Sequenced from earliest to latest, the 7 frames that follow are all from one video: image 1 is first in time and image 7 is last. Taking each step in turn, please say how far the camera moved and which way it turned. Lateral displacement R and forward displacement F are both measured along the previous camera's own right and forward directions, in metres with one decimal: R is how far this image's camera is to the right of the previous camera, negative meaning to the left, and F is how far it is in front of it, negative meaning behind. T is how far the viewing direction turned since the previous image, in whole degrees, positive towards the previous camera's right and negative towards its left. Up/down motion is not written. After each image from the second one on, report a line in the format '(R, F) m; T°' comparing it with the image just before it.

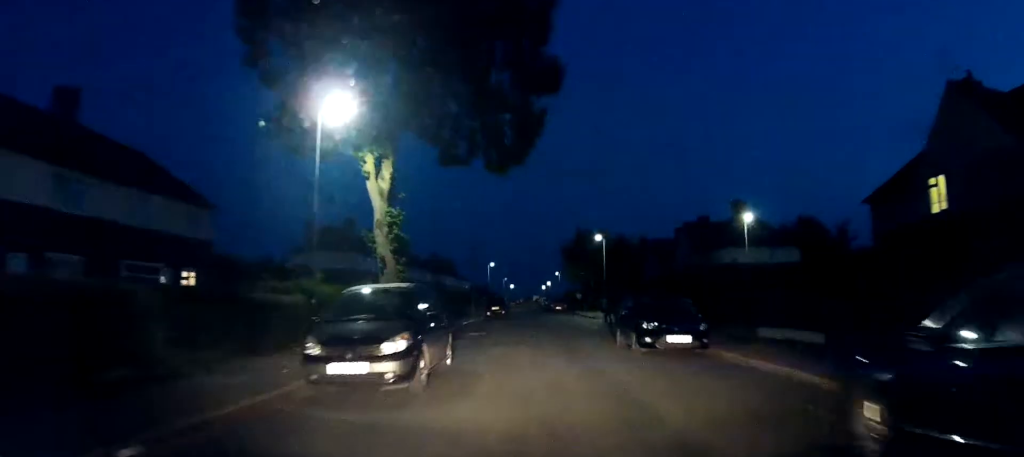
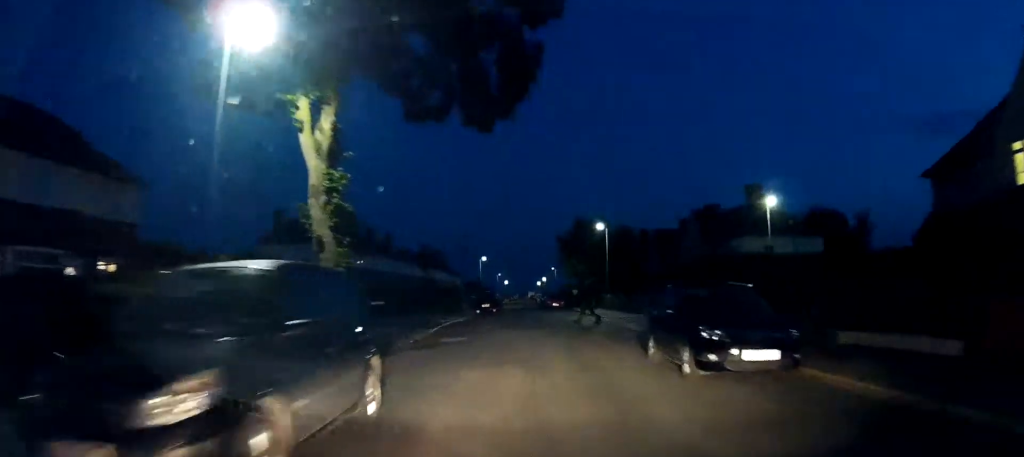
(0.0, +5.4) m; -1°
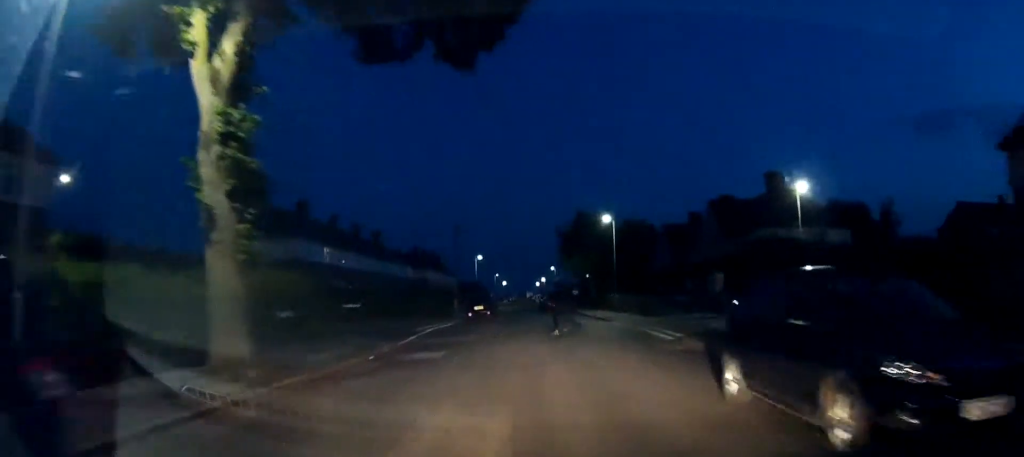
(0.0, +5.1) m; -1°
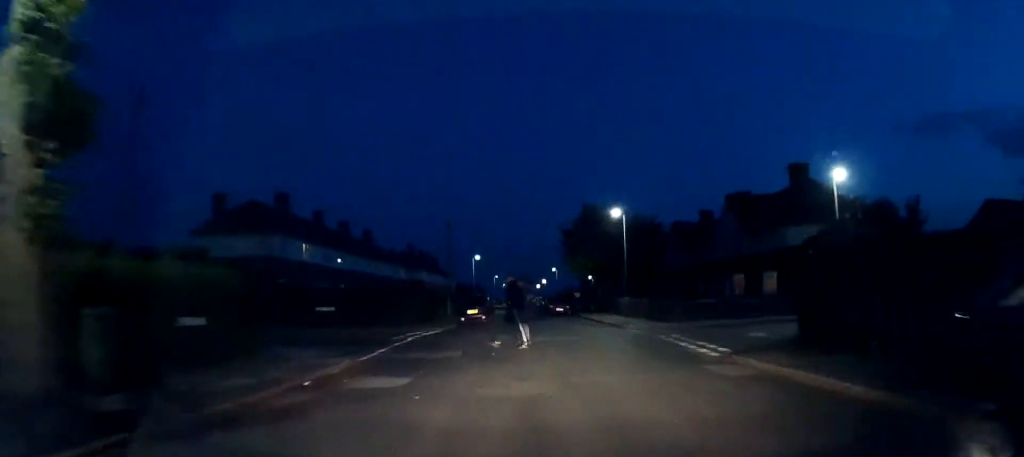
(-0.1, +5.0) m; -1°
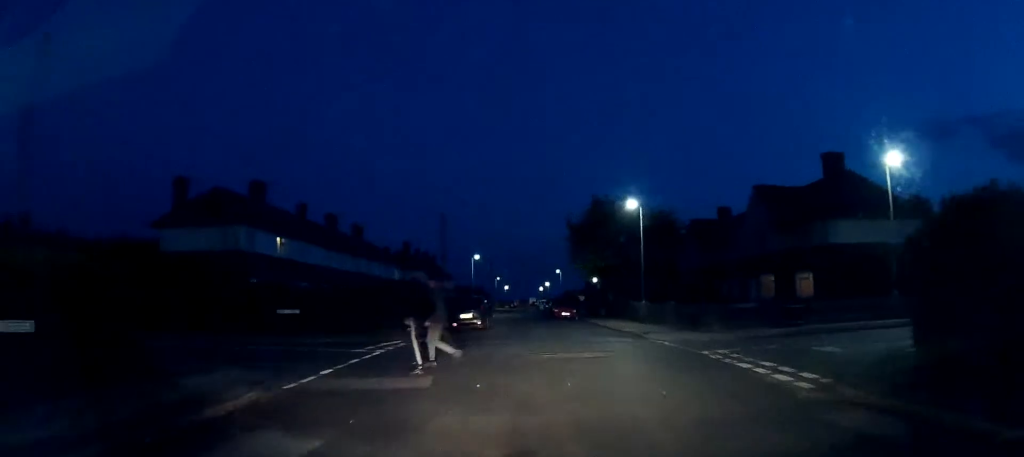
(0.0, +5.3) m; +1°
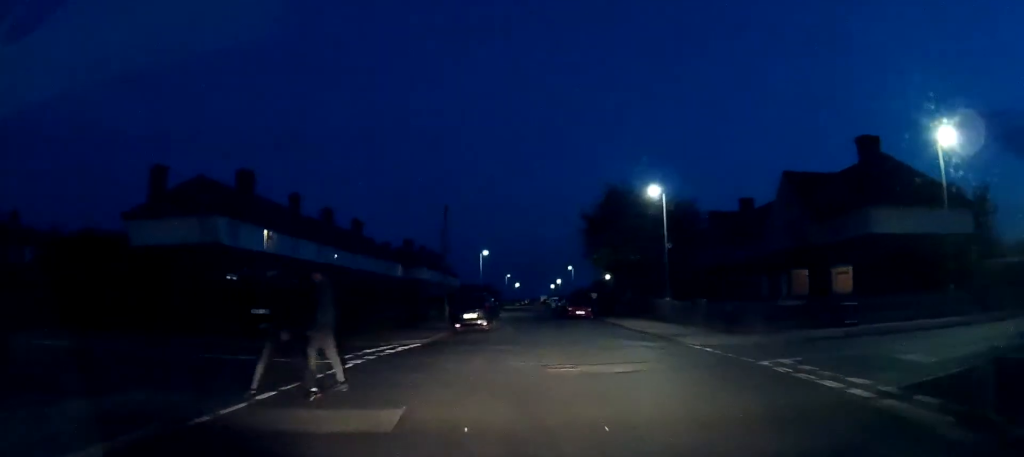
(+0.1, +3.8) m; 0°
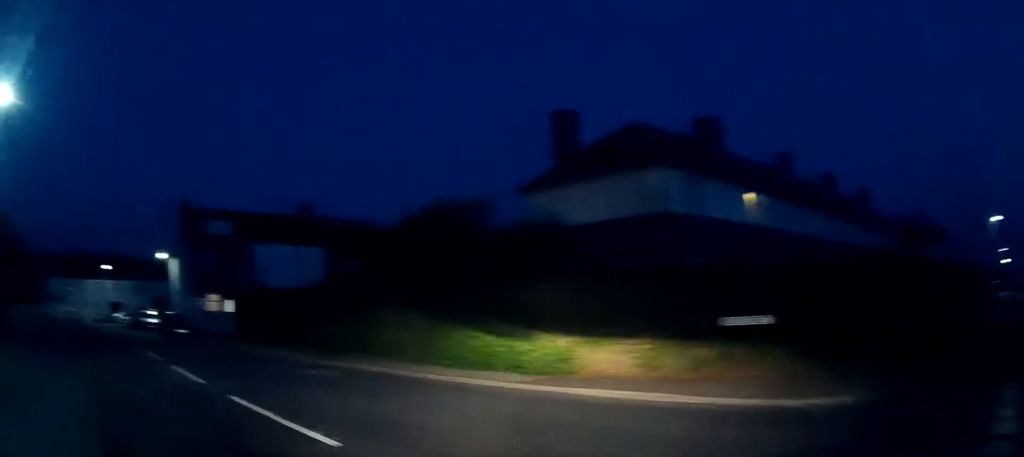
(-2.5, +10.4) m; -48°
